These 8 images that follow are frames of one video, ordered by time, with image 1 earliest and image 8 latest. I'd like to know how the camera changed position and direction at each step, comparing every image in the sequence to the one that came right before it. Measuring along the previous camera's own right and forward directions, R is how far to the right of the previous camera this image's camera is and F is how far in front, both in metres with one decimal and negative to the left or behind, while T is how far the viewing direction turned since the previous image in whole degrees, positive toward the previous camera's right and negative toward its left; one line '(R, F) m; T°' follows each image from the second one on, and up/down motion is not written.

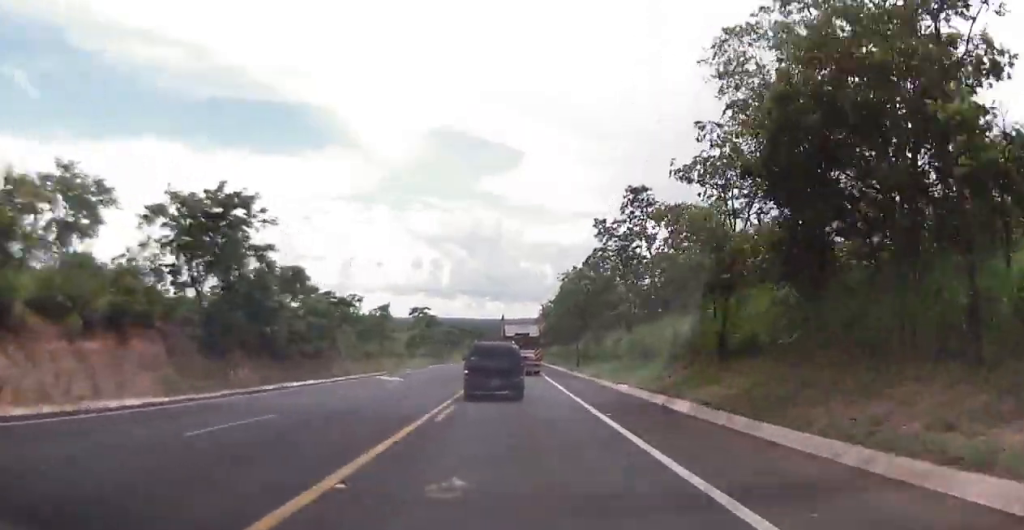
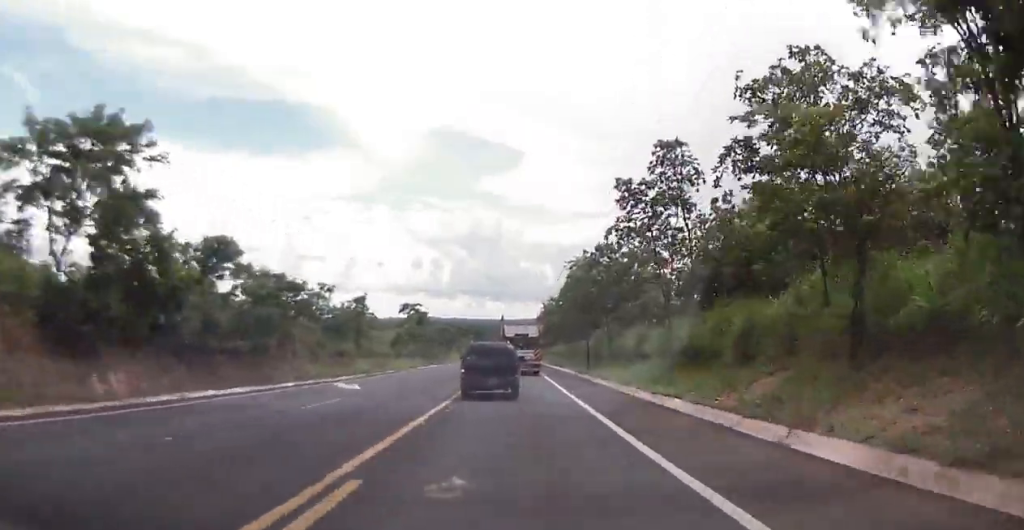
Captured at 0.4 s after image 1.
(+0.2, +10.6) m; 0°
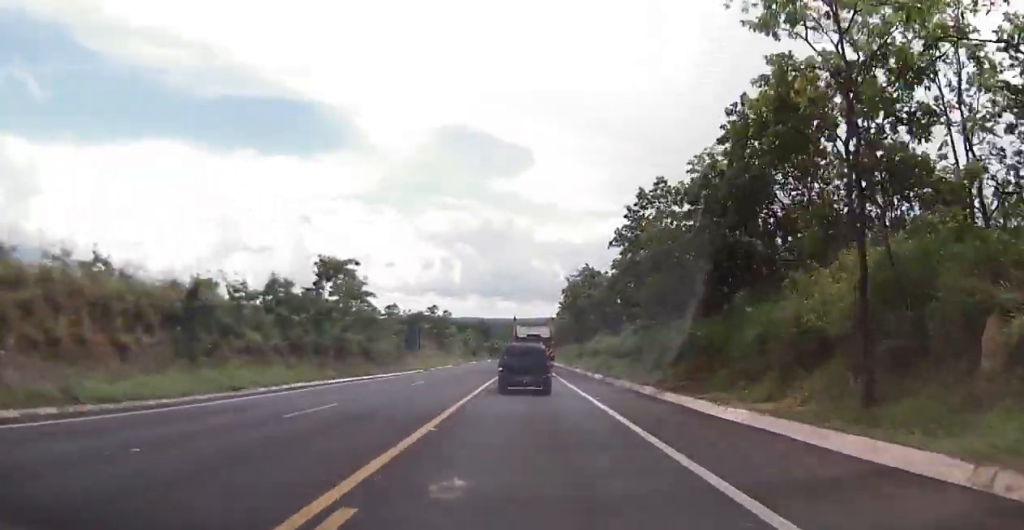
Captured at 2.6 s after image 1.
(-1.0, +51.8) m; -1°
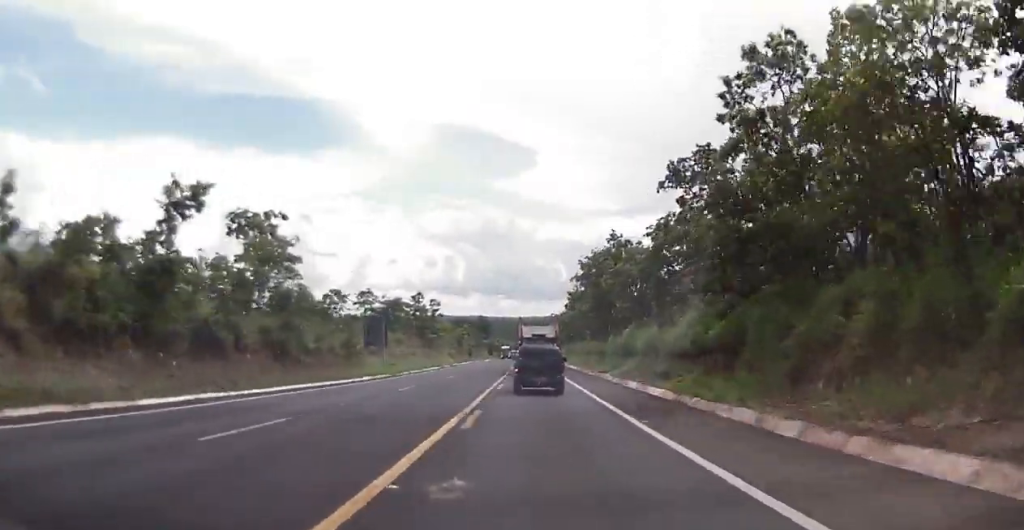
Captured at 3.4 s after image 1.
(0.0, +21.0) m; 0°
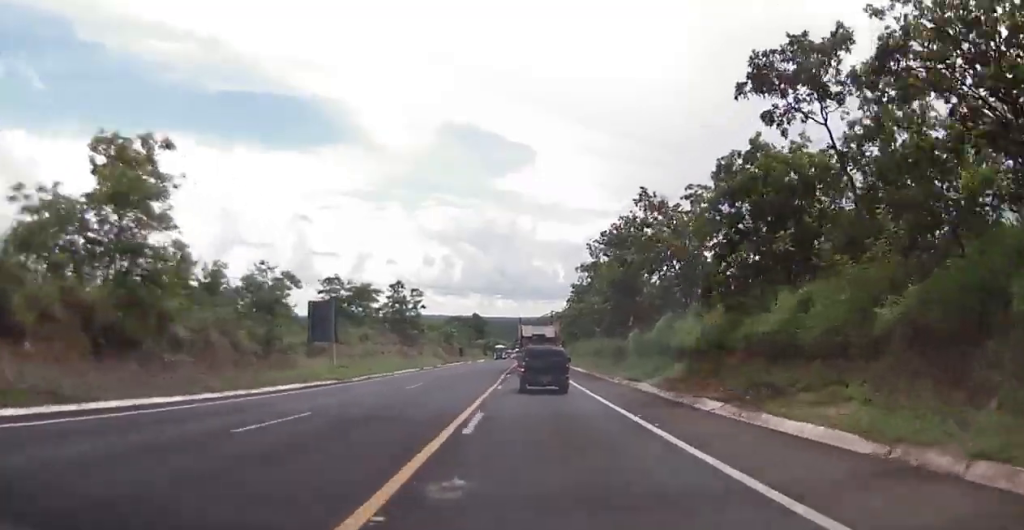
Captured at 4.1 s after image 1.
(0.0, +15.3) m; 0°
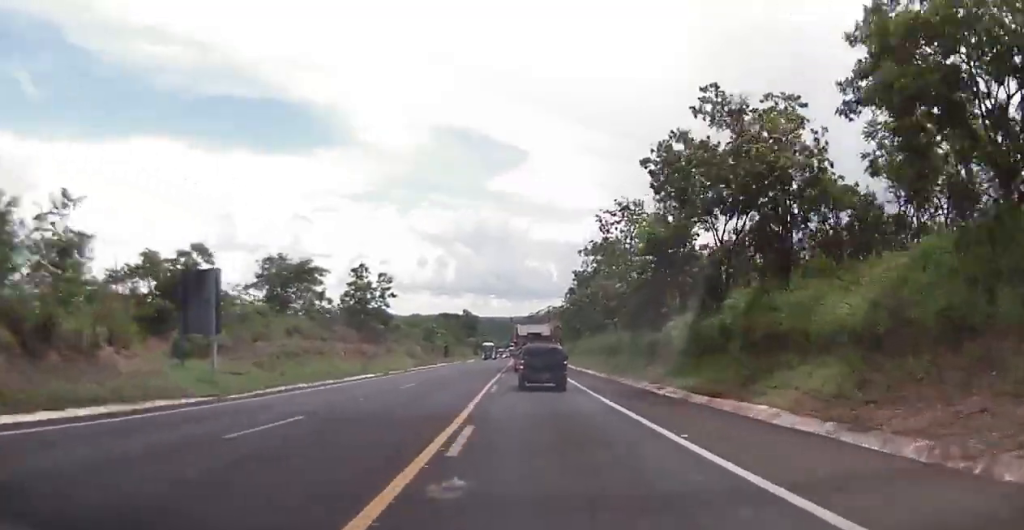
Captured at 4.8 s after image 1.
(0.0, +17.0) m; 0°
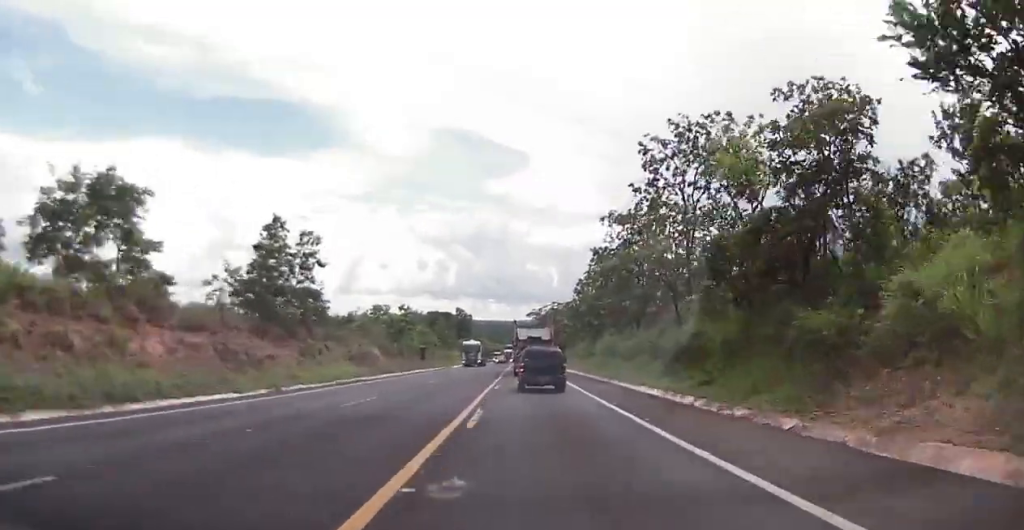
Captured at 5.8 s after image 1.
(-0.1, +25.2) m; -1°
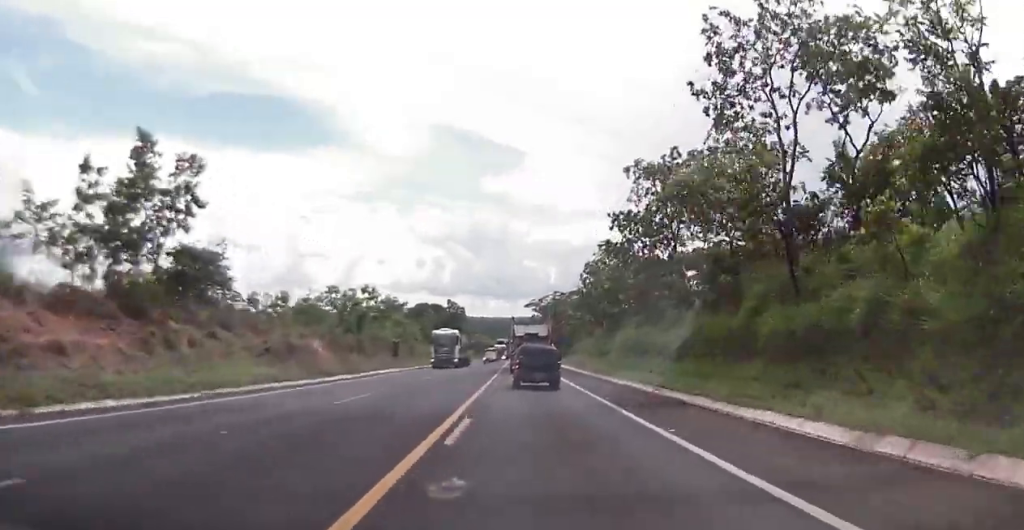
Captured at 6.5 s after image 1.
(-0.2, +17.2) m; 0°
